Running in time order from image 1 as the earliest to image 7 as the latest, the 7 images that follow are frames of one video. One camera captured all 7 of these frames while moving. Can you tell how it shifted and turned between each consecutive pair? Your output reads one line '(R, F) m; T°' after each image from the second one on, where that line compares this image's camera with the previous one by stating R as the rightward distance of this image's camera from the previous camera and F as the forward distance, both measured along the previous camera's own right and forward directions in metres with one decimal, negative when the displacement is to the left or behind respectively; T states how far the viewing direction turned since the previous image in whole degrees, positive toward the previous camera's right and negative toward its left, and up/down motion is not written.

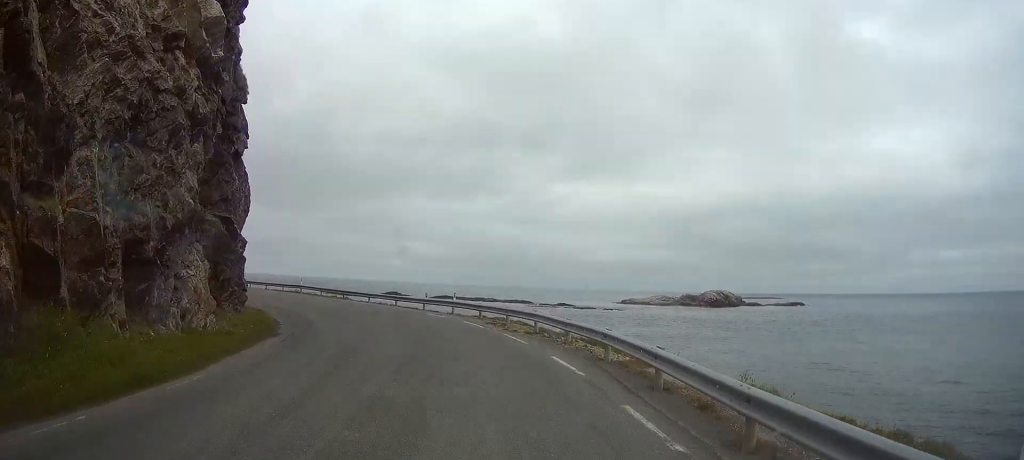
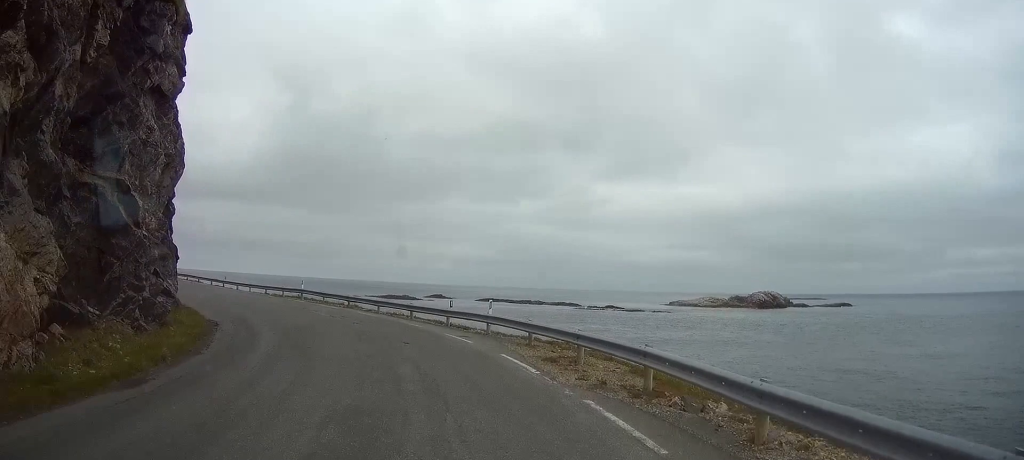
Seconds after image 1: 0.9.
(-0.5, +12.6) m; -6°
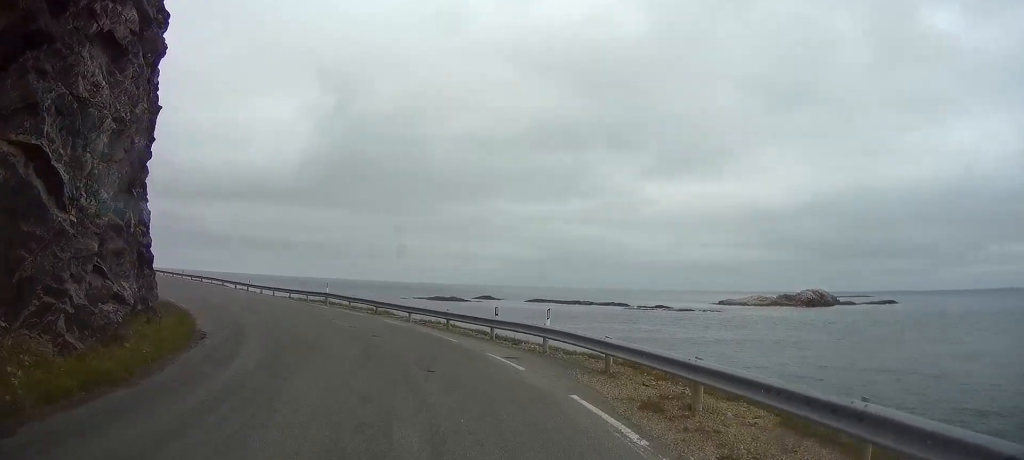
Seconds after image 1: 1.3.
(0.0, +5.9) m; -3°
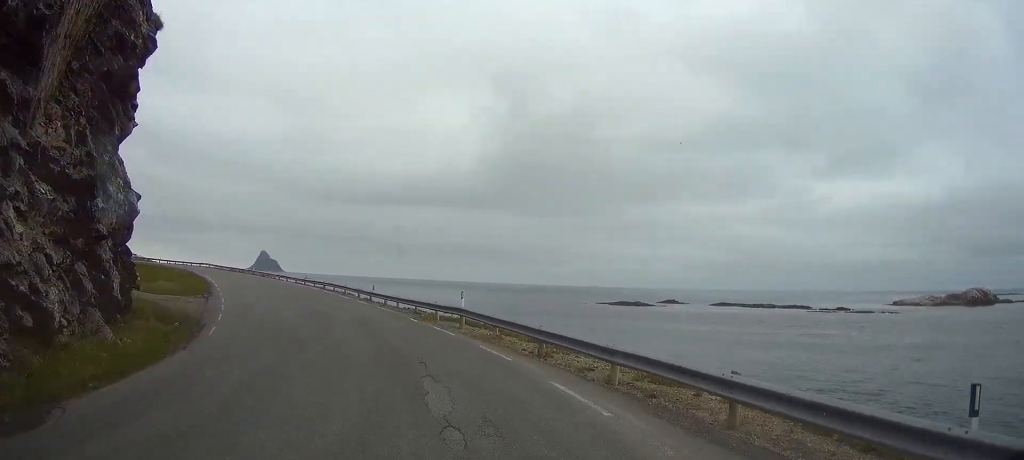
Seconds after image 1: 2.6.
(-1.7, +16.2) m; -14°
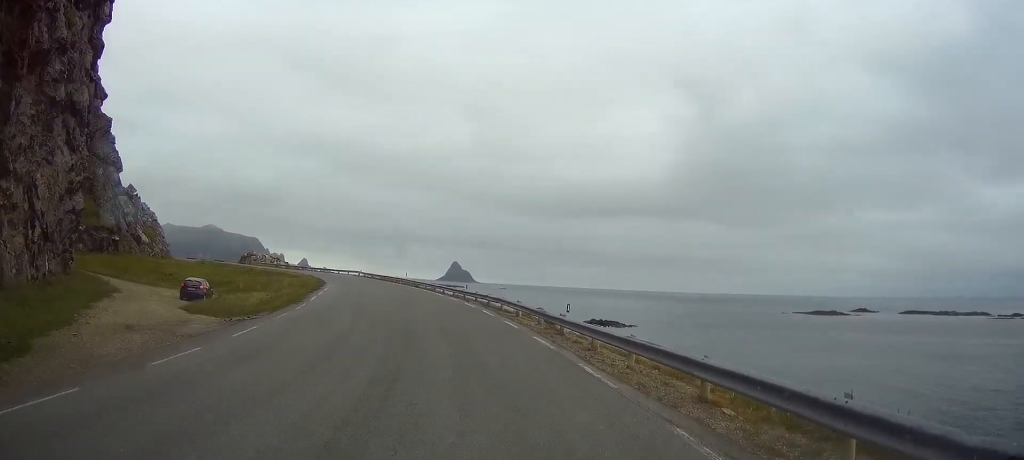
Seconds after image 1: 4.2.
(-3.6, +21.1) m; -16°
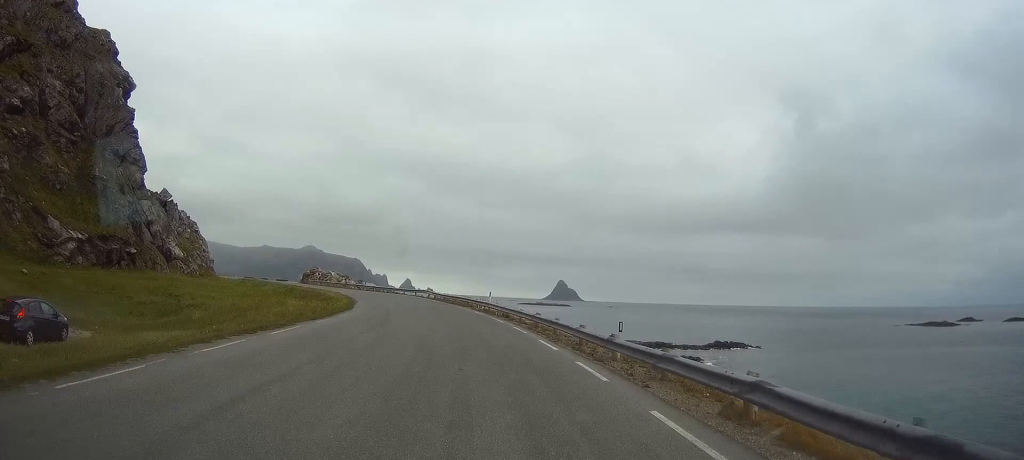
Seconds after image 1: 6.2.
(-3.3, +27.9) m; -13°
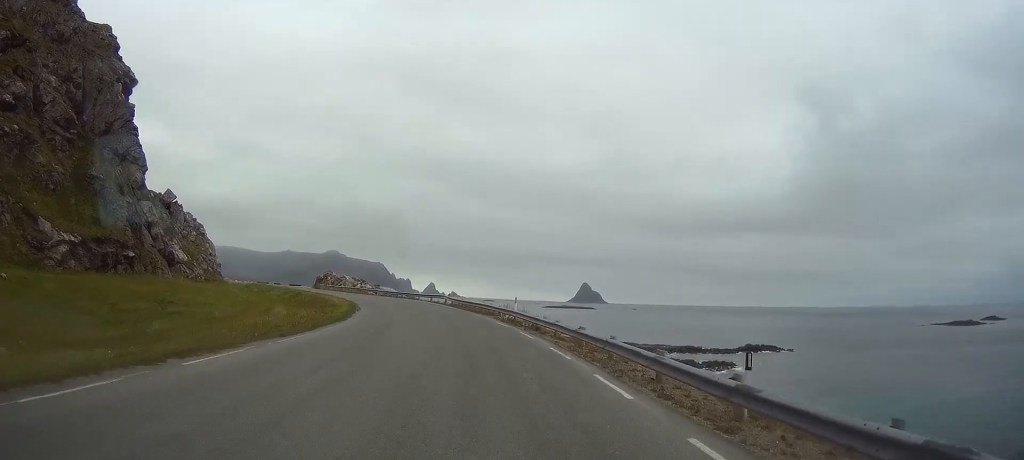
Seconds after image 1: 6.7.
(-0.2, +7.4) m; -3°
